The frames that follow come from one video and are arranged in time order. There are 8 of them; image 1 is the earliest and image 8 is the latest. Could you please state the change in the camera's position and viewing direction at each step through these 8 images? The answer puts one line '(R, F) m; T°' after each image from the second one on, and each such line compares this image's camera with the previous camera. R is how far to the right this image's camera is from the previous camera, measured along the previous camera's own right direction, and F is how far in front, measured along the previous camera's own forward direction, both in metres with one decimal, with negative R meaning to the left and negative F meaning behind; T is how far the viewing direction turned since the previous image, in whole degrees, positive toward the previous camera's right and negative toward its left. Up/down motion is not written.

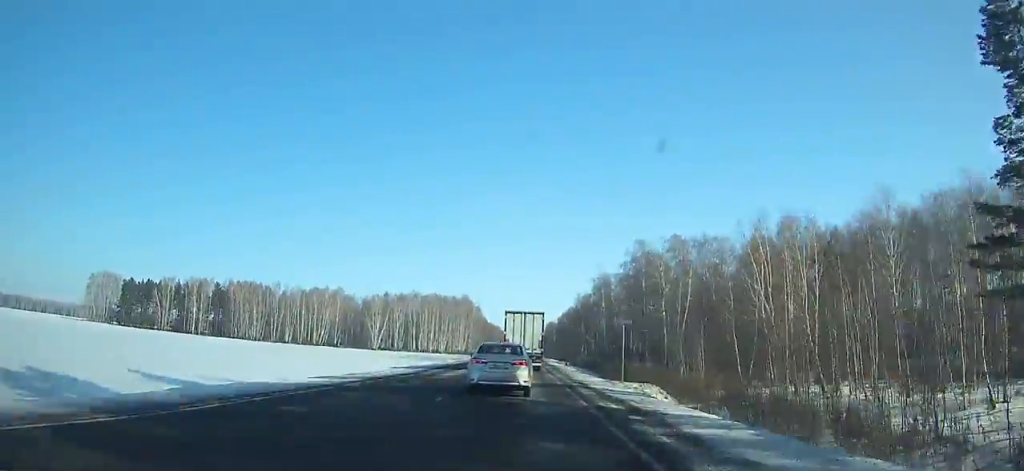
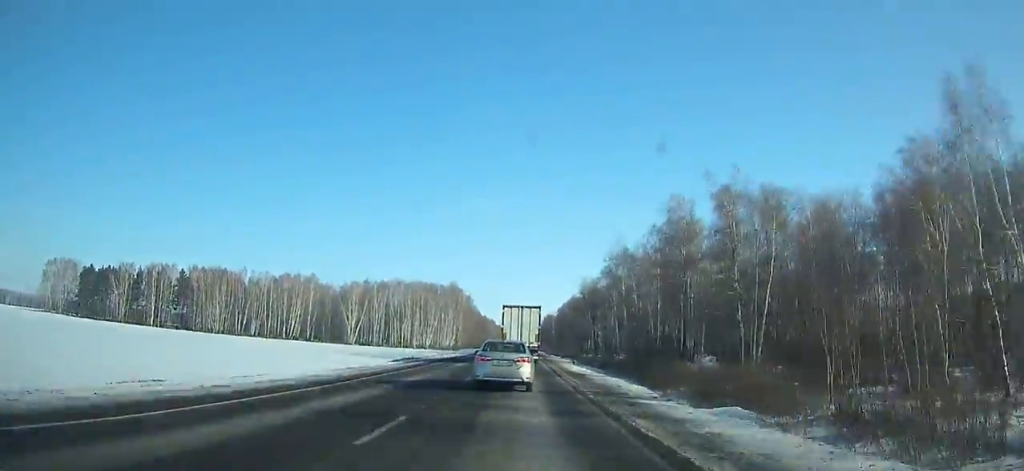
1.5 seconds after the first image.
(0.0, +30.4) m; 0°
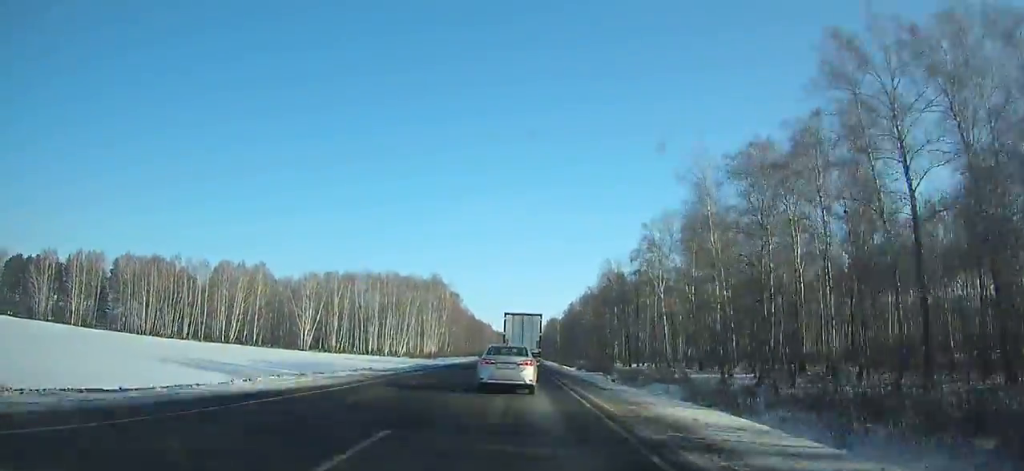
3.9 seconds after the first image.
(-0.1, +48.5) m; 0°
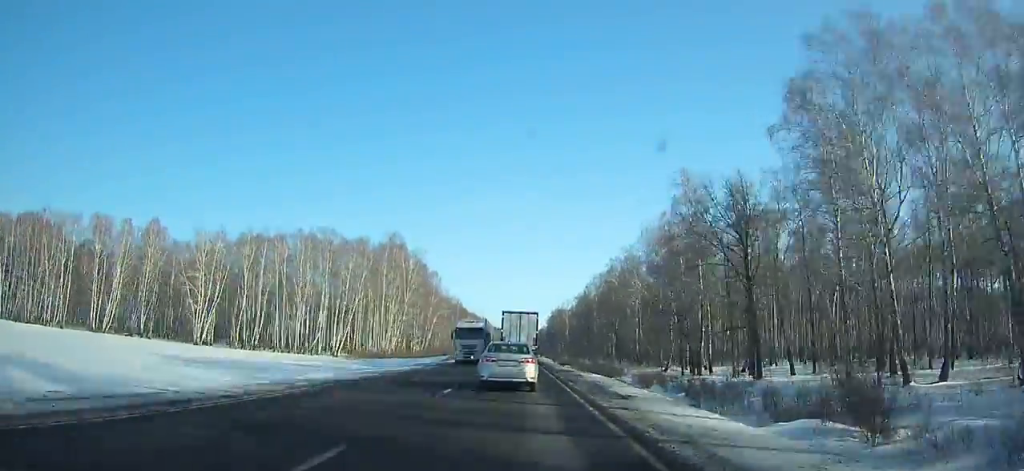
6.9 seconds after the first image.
(+0.1, +60.7) m; -1°
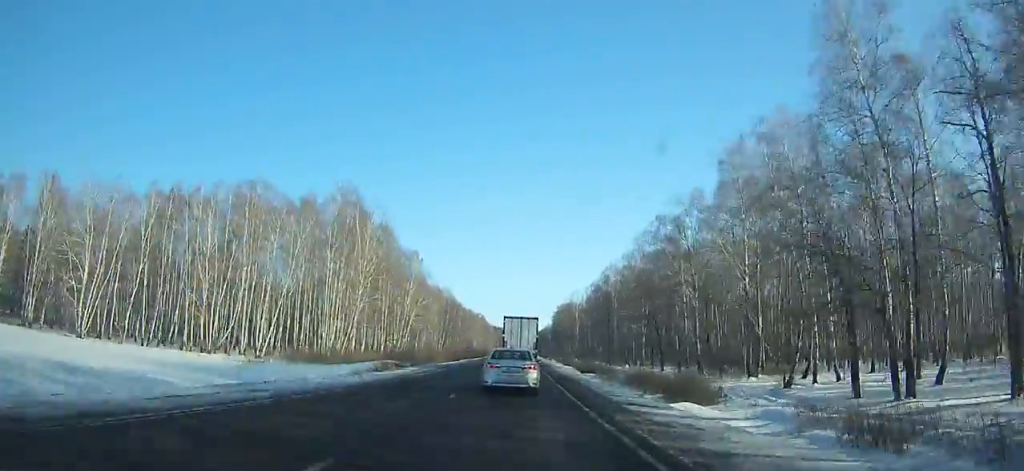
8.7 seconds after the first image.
(-0.4, +36.7) m; 0°
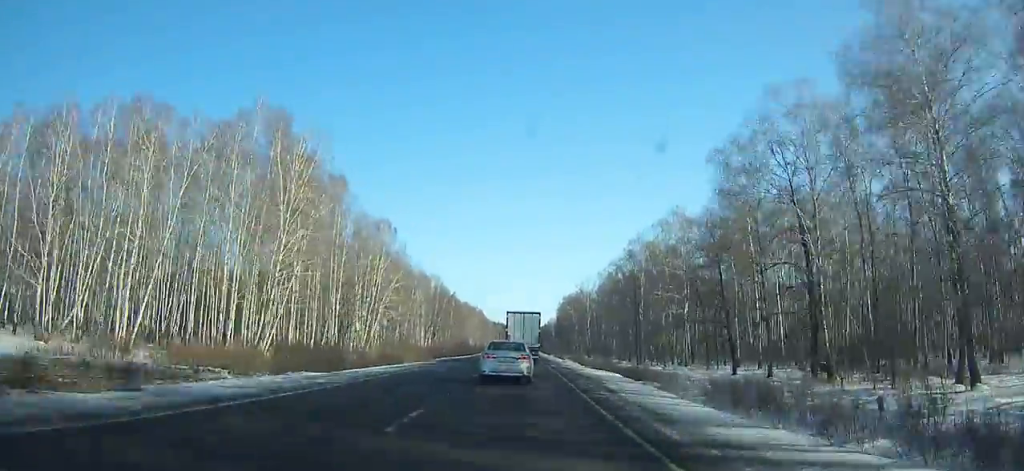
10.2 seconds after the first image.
(-1.2, +30.9) m; +1°
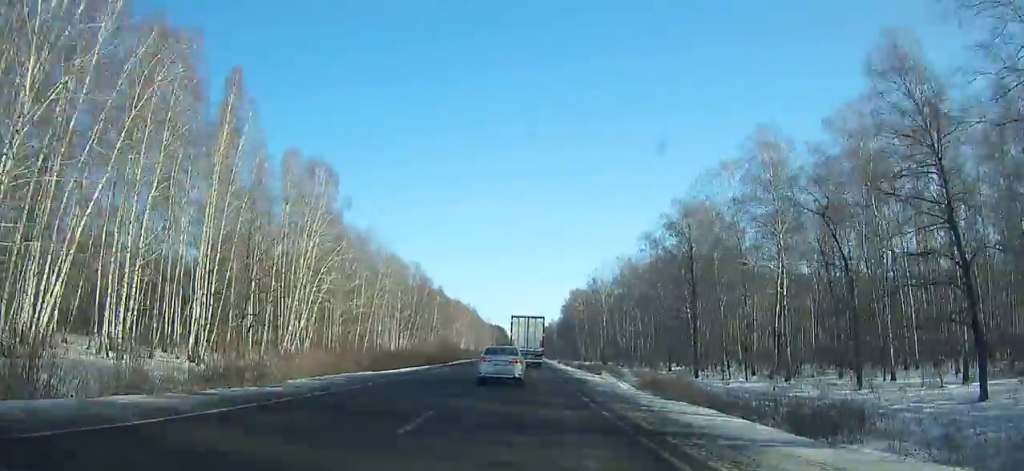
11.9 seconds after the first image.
(+1.2, +35.8) m; +1°
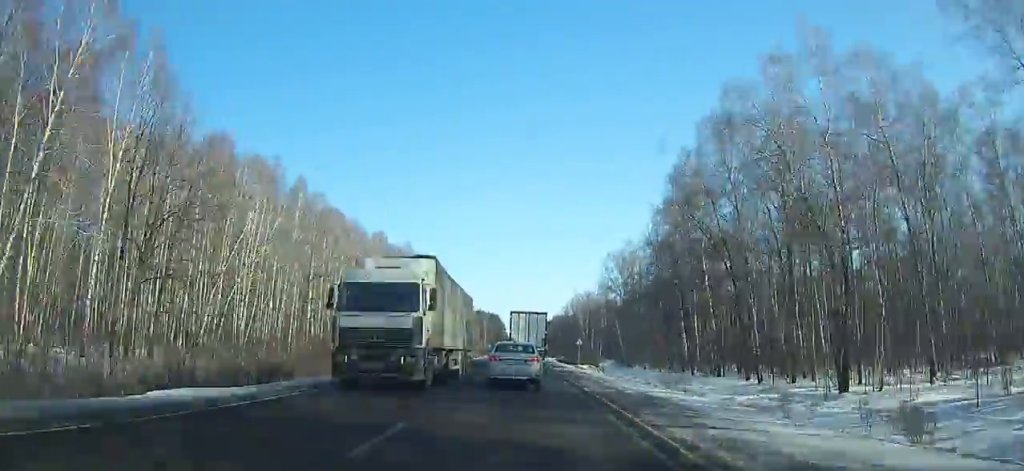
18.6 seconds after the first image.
(+0.4, +144.2) m; -1°
